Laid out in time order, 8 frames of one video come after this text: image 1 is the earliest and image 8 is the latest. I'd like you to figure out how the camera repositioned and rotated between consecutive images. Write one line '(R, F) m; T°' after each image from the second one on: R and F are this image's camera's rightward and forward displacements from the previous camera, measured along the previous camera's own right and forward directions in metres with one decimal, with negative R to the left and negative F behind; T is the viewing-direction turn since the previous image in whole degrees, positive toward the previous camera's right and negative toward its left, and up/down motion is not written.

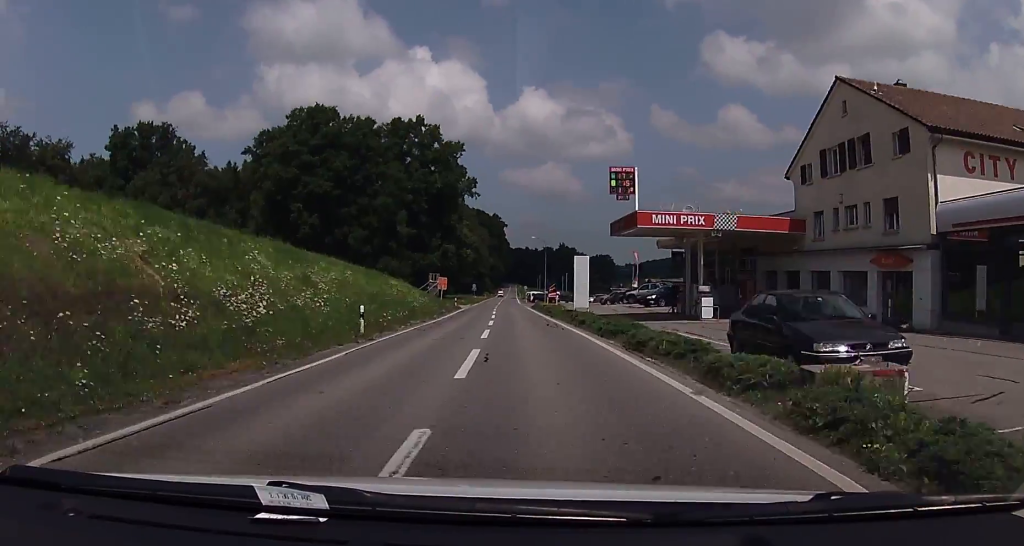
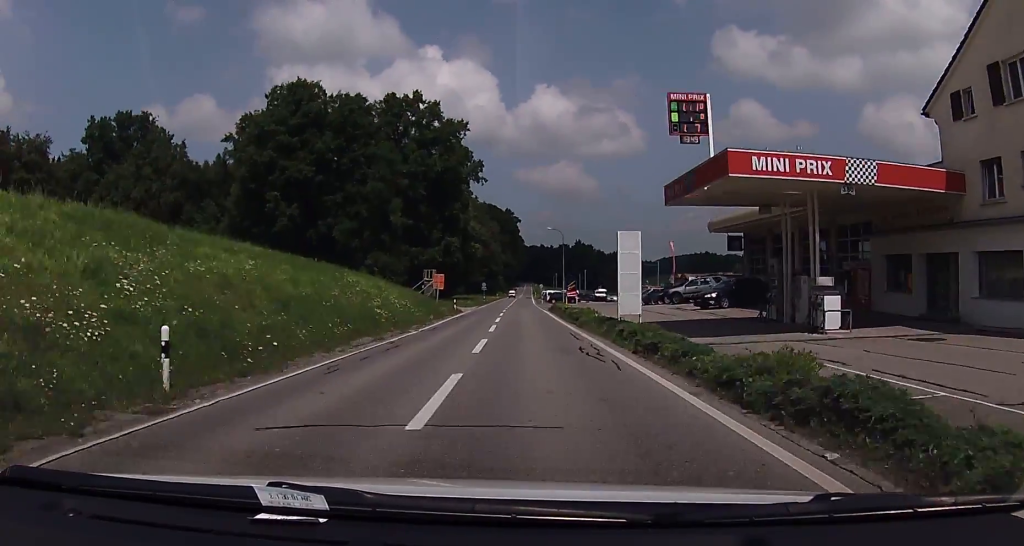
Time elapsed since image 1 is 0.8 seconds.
(-0.3, +12.8) m; -3°
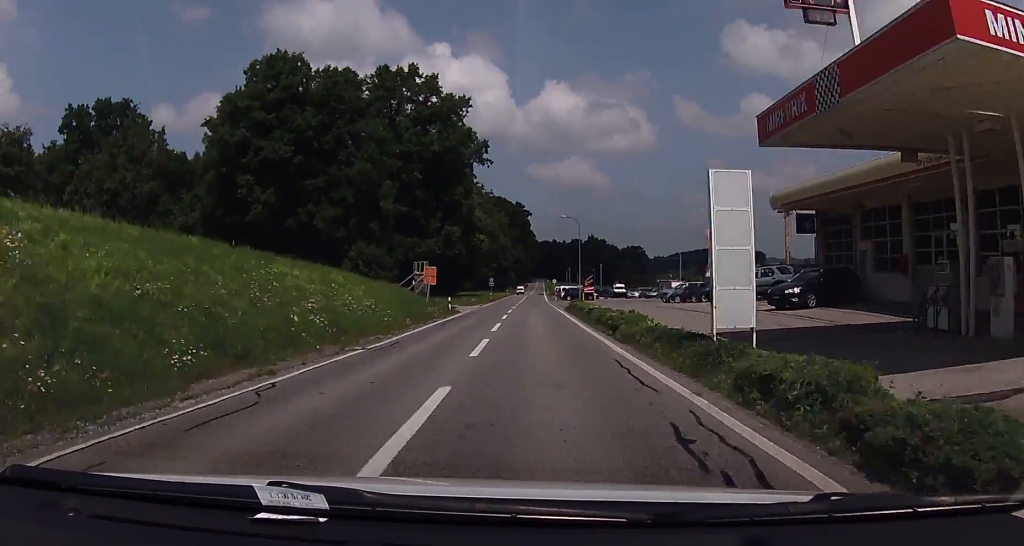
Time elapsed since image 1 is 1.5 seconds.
(-0.2, +10.3) m; -2°
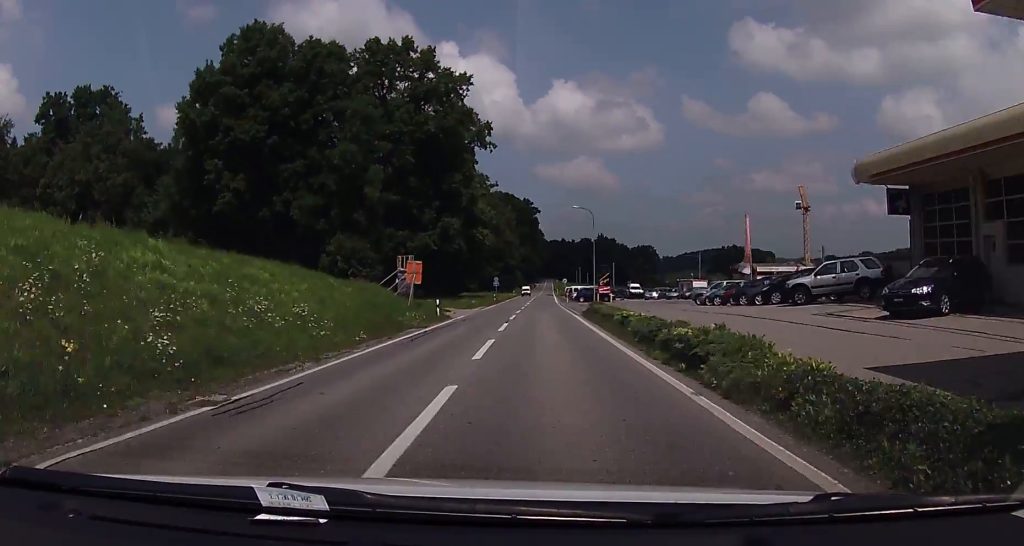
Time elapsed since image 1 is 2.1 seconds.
(-0.1, +8.8) m; 0°
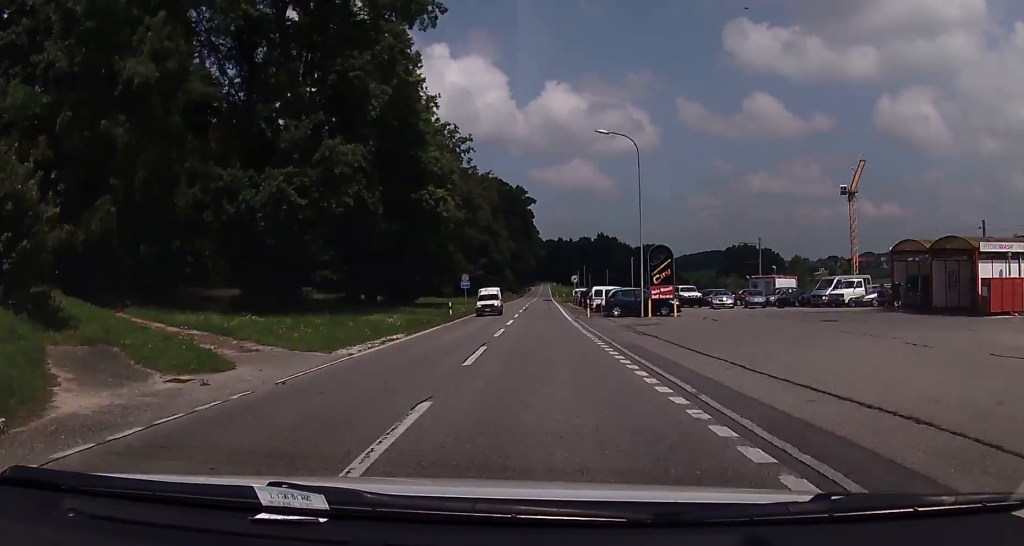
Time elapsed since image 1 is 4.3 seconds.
(+0.8, +35.5) m; +2°
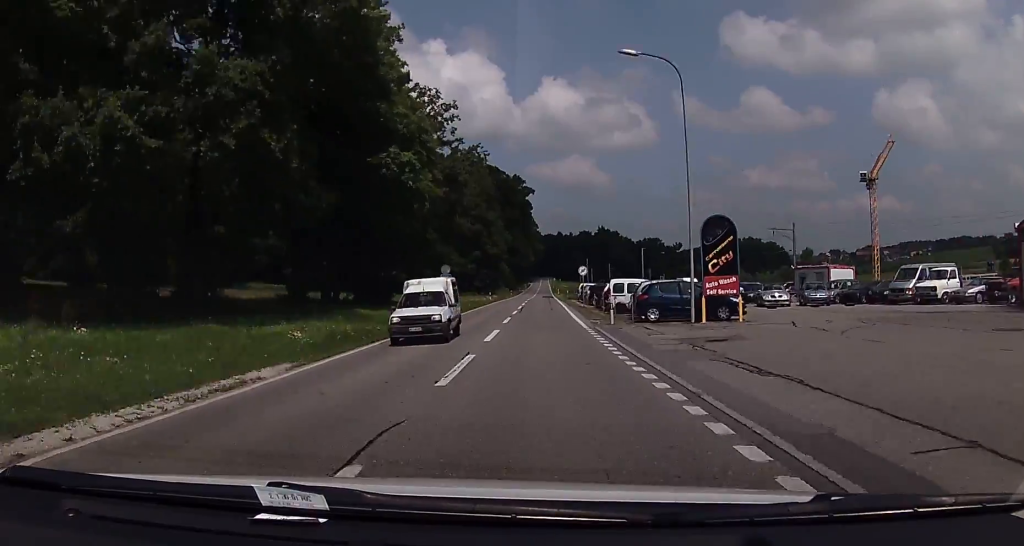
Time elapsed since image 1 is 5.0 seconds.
(0.0, +12.2) m; 0°
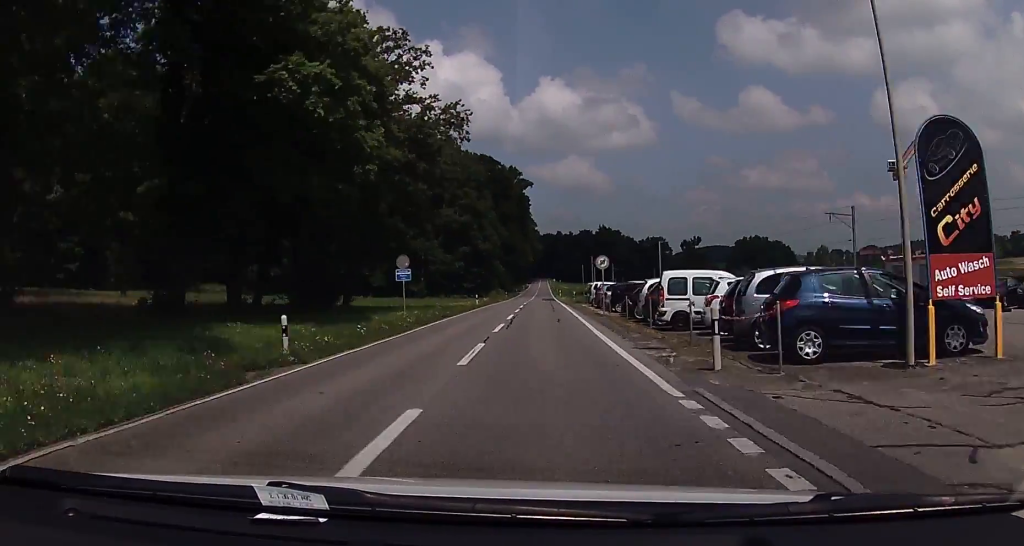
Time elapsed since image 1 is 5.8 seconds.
(0.0, +15.0) m; -1°
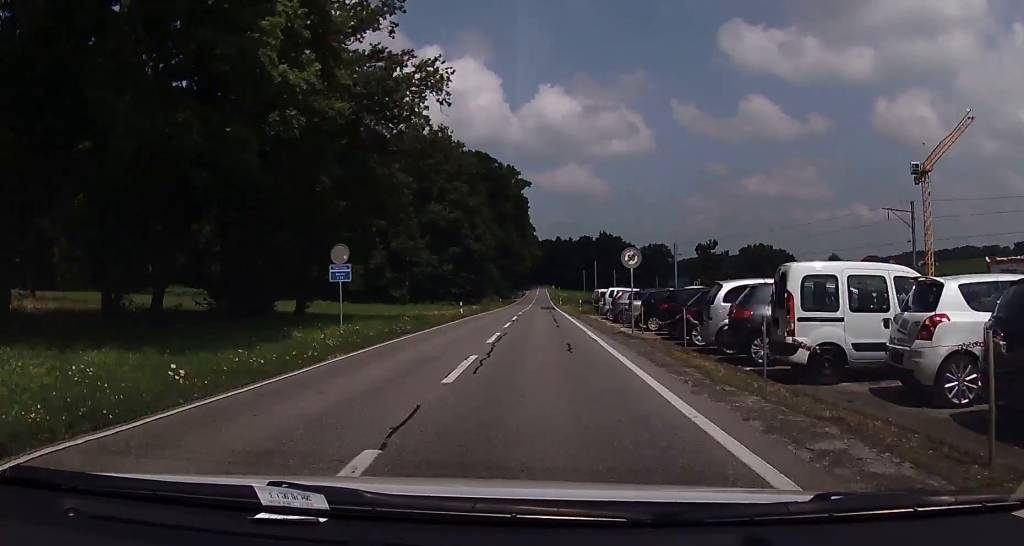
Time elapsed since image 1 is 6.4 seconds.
(0.0, +10.4) m; 0°
